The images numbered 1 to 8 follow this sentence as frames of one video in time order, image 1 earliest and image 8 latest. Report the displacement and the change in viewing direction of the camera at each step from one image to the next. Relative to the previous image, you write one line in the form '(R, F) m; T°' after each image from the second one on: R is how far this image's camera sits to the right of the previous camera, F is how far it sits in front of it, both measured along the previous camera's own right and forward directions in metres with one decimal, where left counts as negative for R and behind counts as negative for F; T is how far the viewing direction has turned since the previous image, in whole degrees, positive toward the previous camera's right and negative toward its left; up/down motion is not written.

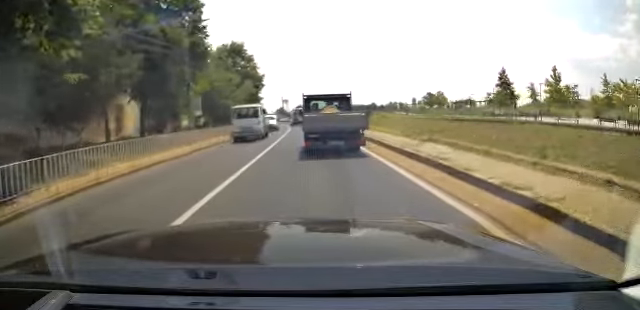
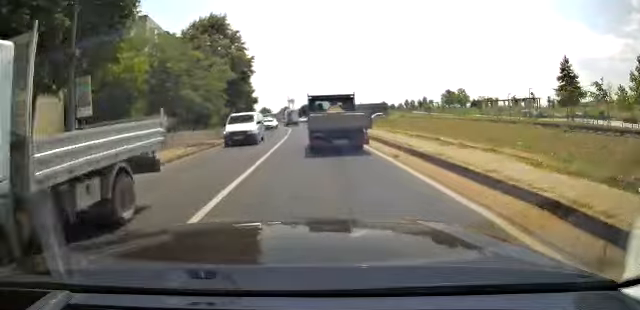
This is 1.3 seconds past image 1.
(0.0, +15.0) m; -1°
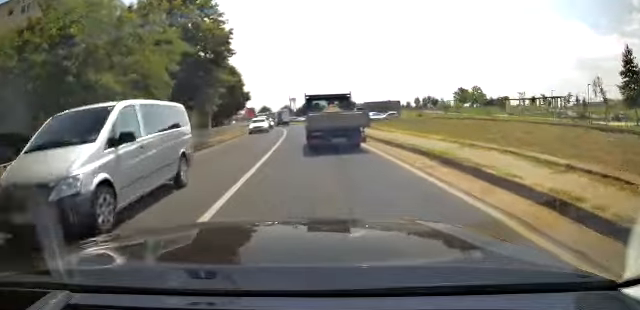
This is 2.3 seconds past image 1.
(-0.2, +10.8) m; -1°
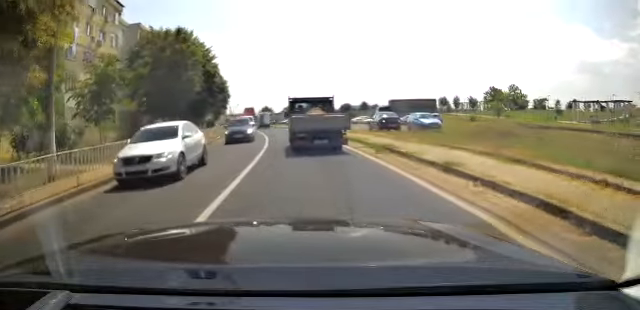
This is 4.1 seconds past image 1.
(-0.1, +20.0) m; -1°
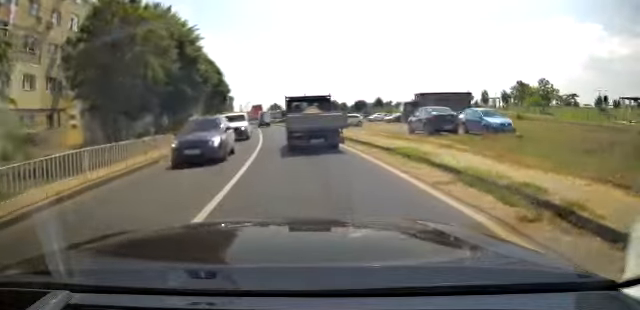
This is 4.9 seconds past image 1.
(-0.1, +9.3) m; -1°
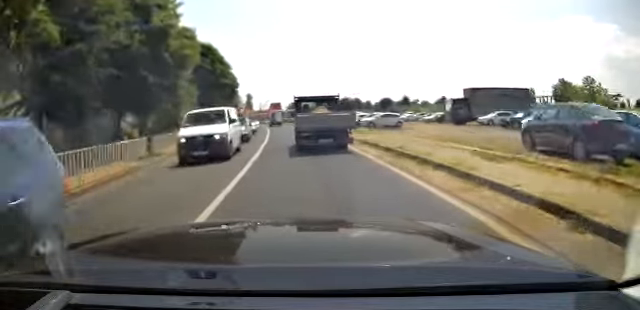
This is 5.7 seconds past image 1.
(-0.1, +10.3) m; -2°
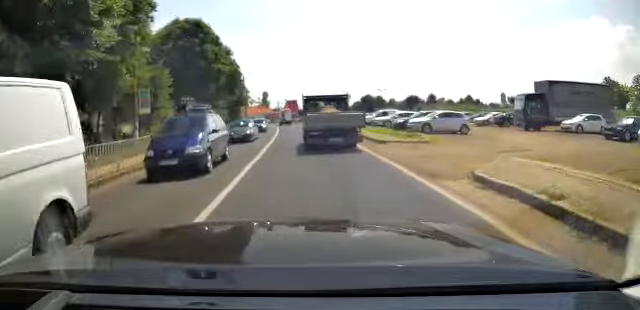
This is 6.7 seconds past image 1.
(-0.3, +11.4) m; -3°
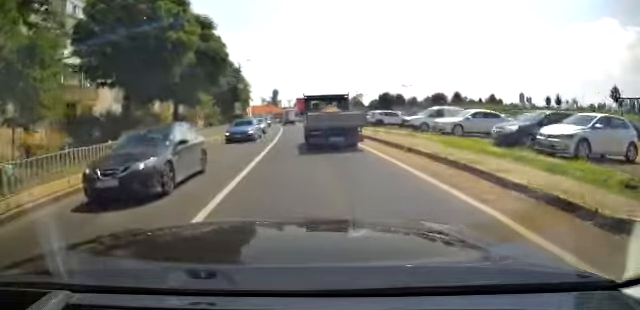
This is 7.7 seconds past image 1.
(-0.3, +13.2) m; -2°
